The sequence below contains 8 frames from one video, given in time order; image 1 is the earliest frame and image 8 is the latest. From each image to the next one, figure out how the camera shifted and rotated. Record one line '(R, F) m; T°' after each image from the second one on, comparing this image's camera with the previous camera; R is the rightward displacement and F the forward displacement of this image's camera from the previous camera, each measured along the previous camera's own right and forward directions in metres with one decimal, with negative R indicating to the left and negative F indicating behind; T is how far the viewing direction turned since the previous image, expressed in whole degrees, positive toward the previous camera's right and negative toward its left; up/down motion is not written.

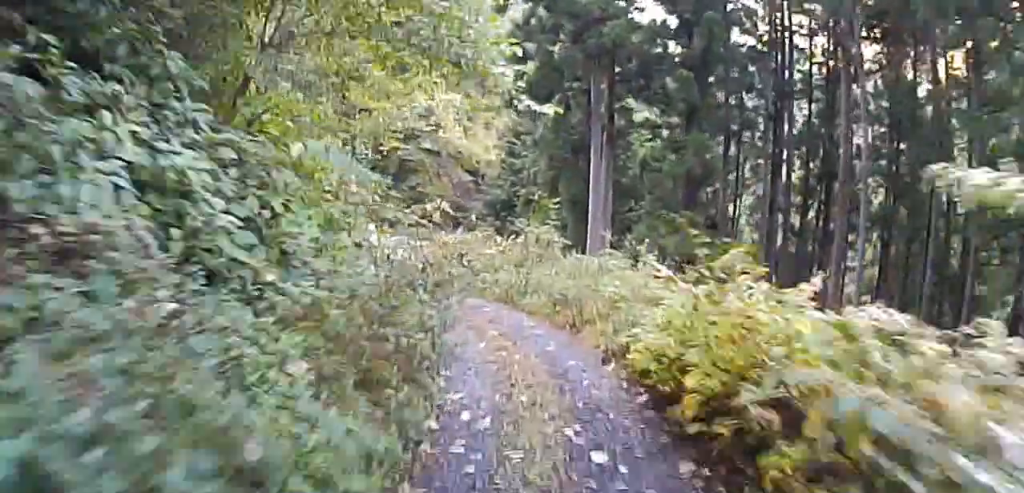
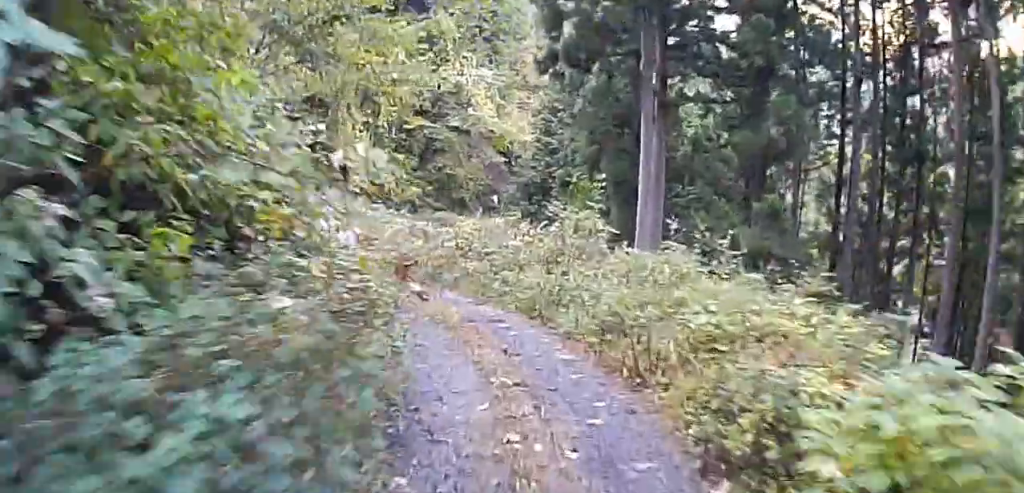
(0.0, +4.2) m; 0°
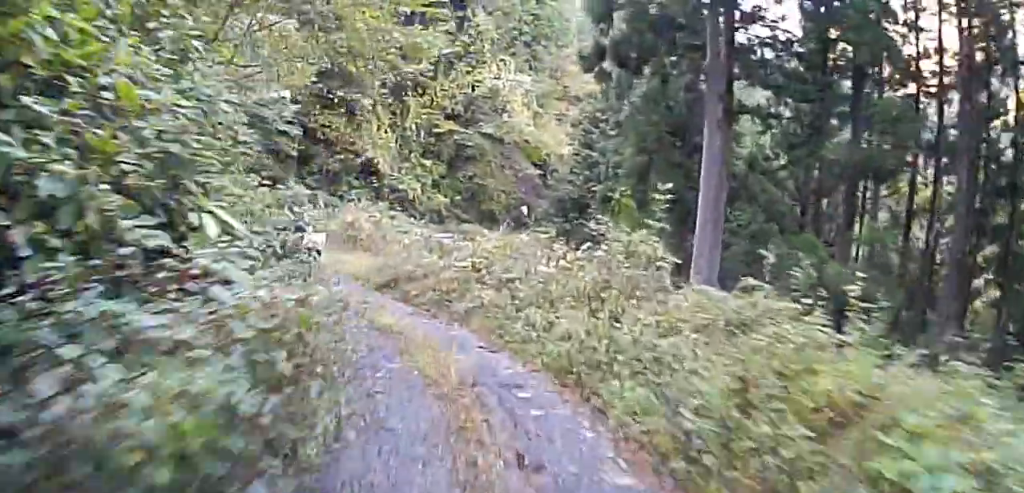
(0.0, +3.1) m; +5°
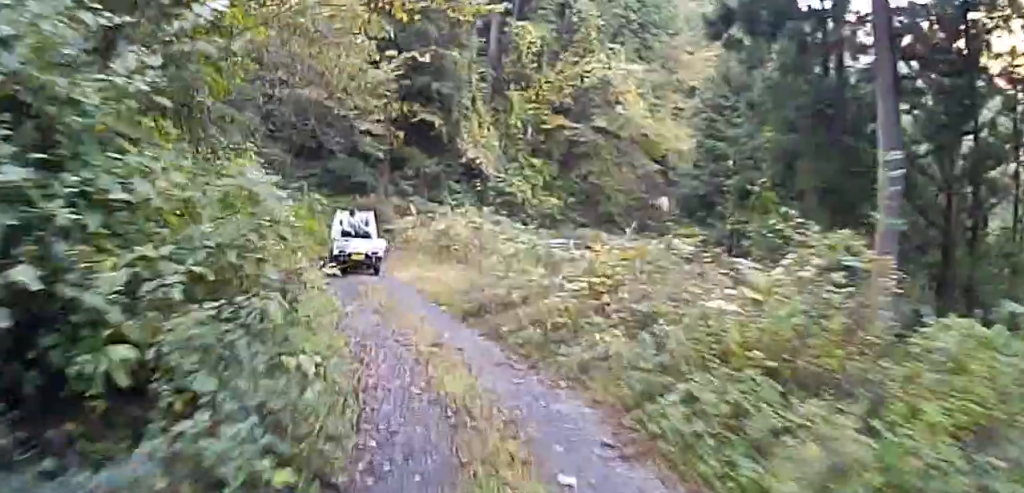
(+0.3, +3.4) m; +7°
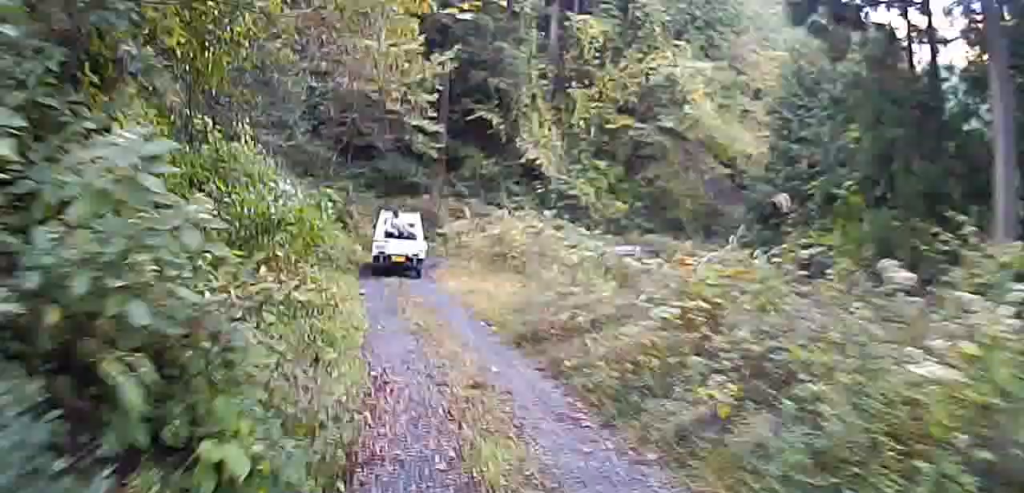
(0.0, +1.8) m; -1°
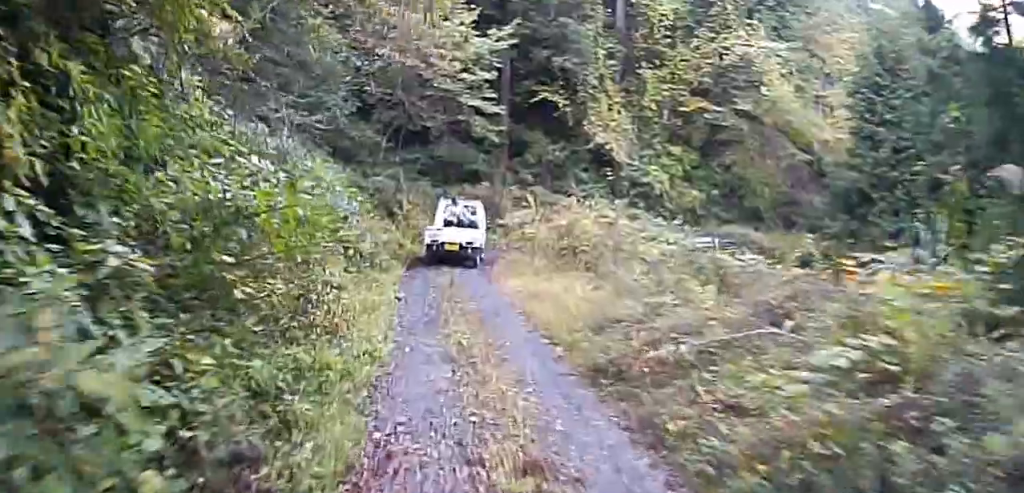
(0.0, +2.2) m; -5°
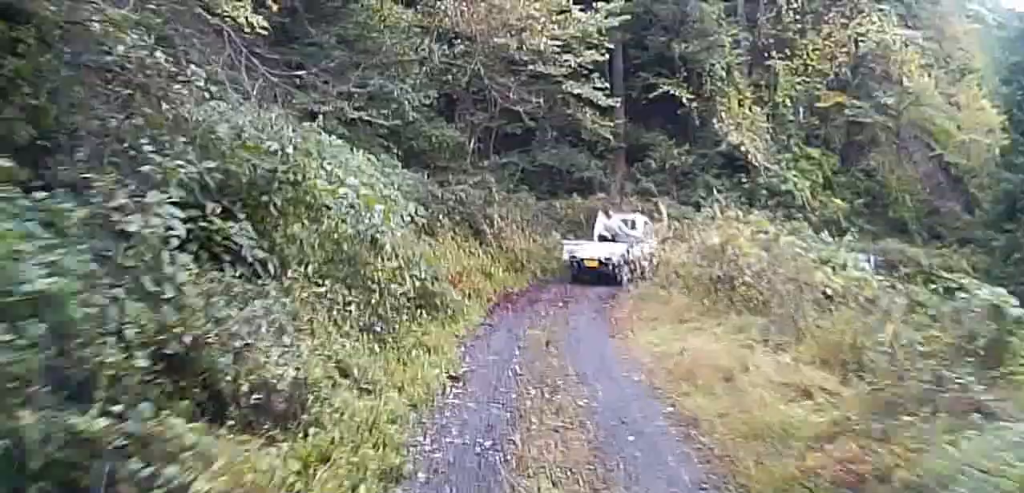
(-0.9, +4.5) m; -19°
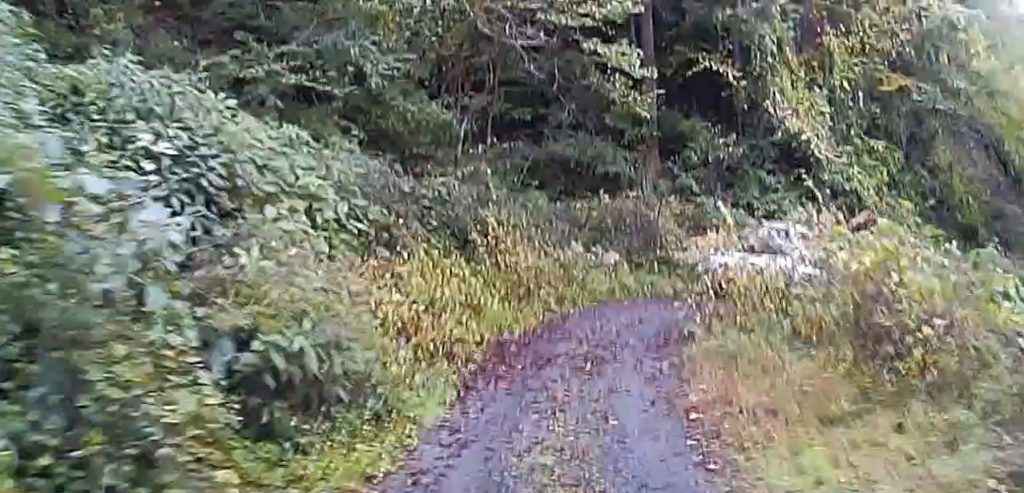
(-0.5, +5.6) m; -1°
